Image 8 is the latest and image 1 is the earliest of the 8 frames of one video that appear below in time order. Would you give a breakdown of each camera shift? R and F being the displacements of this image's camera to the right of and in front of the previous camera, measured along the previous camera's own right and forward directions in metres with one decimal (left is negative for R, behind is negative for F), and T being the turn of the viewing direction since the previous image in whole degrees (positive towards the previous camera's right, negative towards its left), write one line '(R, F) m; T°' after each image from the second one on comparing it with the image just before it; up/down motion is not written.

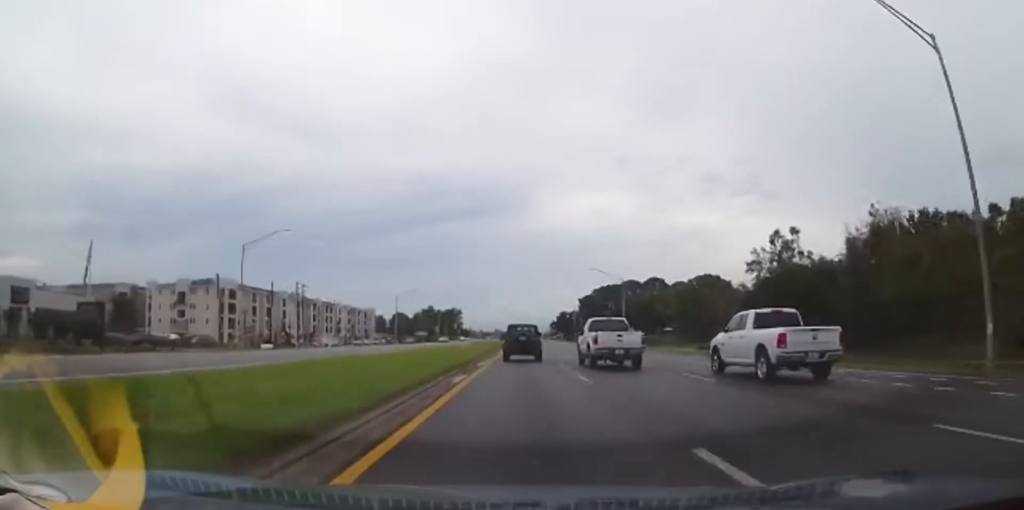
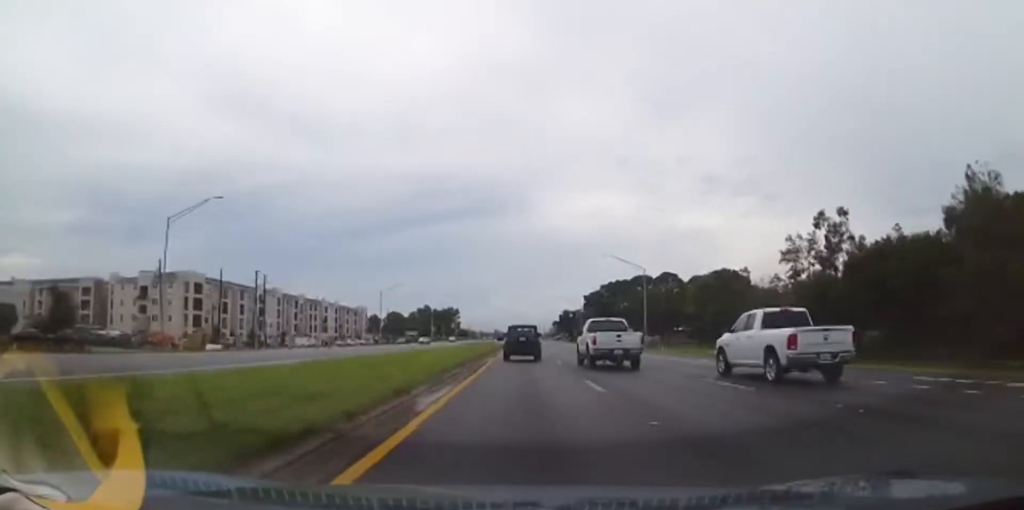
(+0.2, +15.1) m; 0°
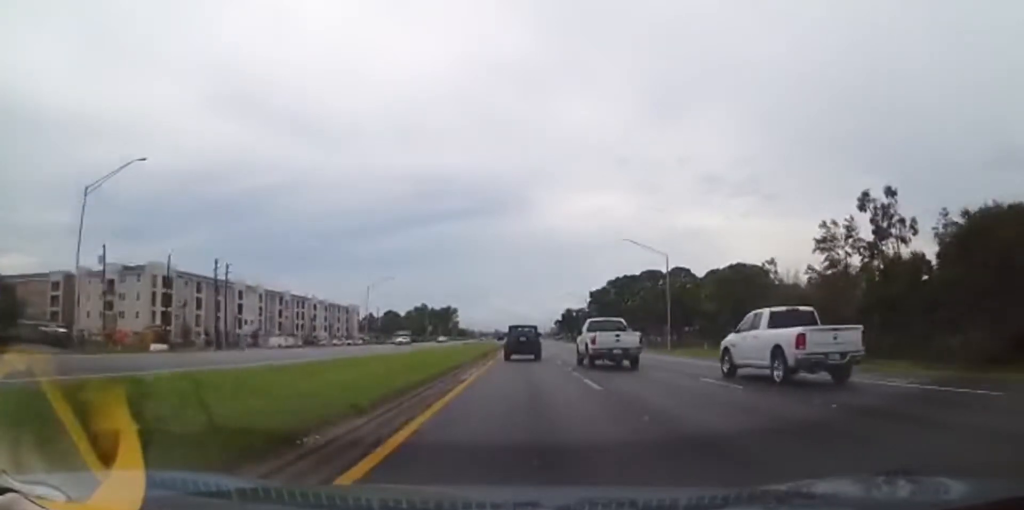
(+0.3, +11.5) m; 0°
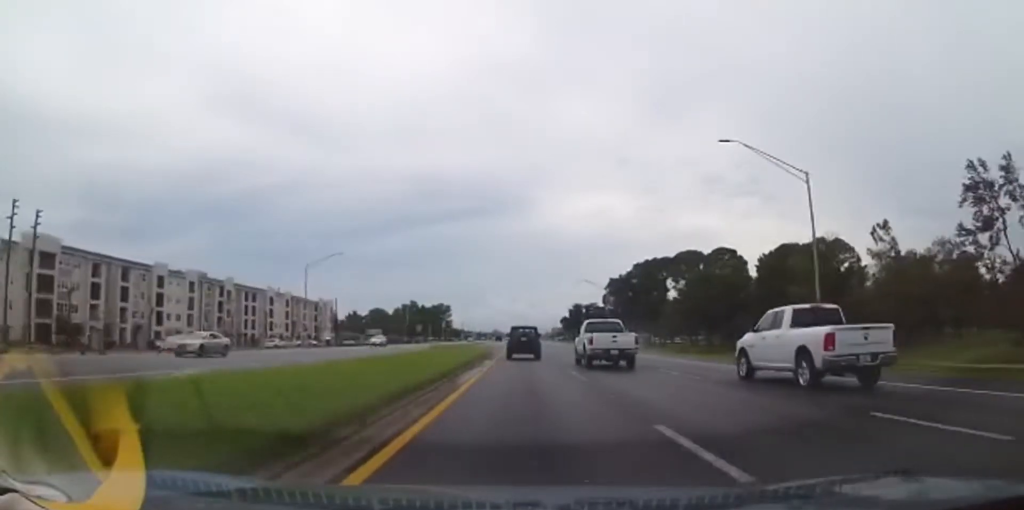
(-0.7, +32.6) m; 0°
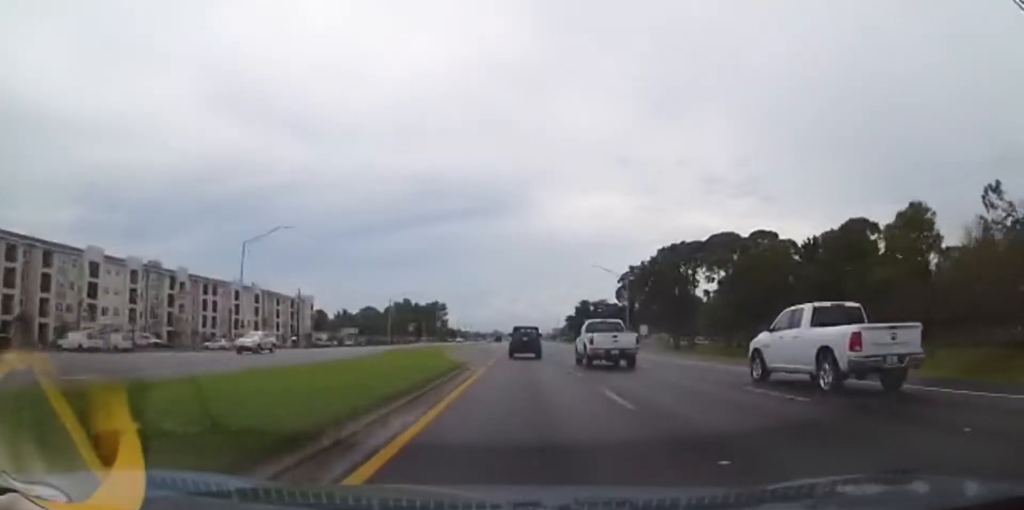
(+0.2, +19.0) m; +1°
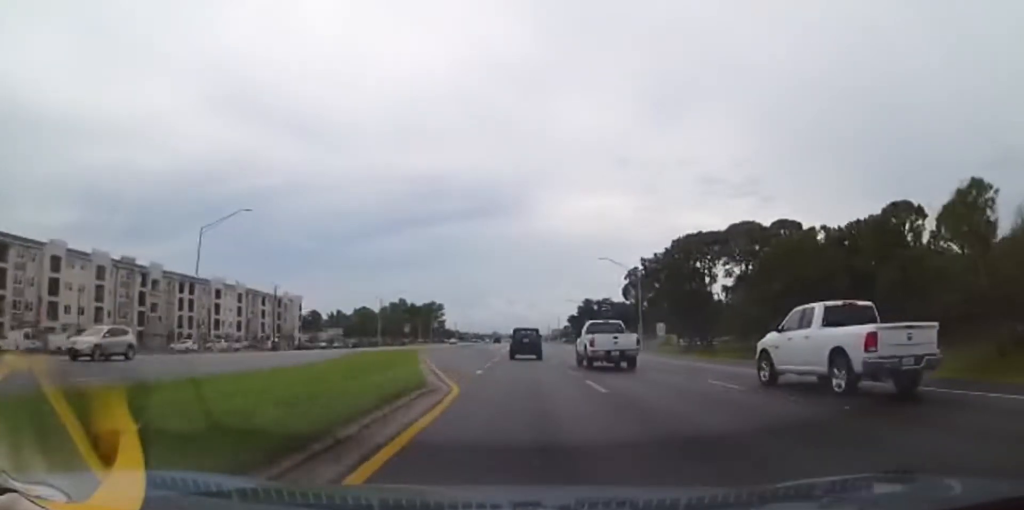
(+0.1, +8.8) m; 0°
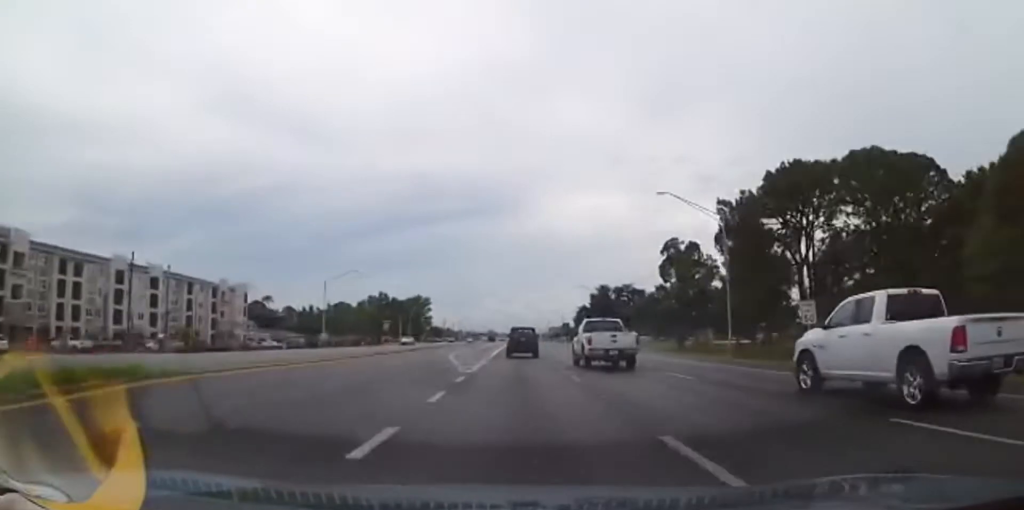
(0.0, +32.9) m; -1°
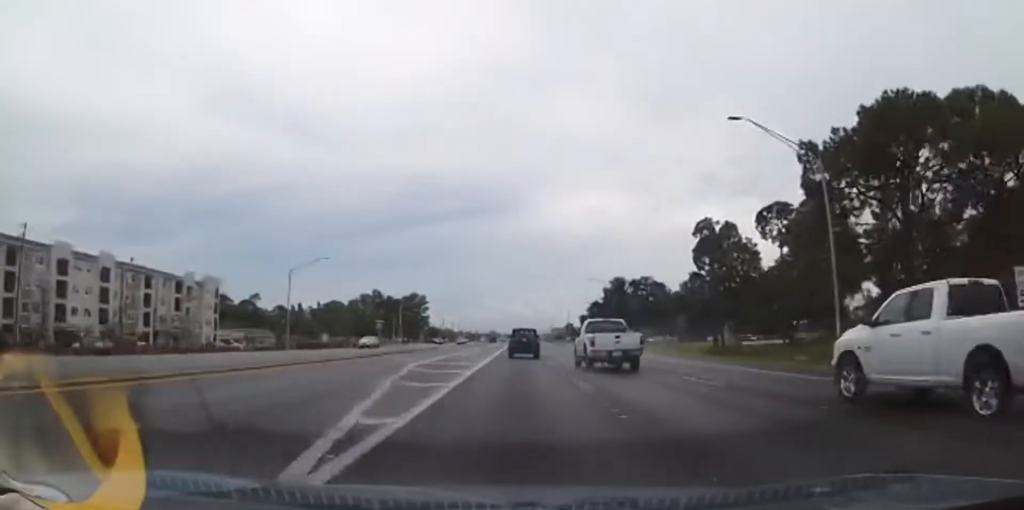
(-0.1, +15.3) m; 0°
